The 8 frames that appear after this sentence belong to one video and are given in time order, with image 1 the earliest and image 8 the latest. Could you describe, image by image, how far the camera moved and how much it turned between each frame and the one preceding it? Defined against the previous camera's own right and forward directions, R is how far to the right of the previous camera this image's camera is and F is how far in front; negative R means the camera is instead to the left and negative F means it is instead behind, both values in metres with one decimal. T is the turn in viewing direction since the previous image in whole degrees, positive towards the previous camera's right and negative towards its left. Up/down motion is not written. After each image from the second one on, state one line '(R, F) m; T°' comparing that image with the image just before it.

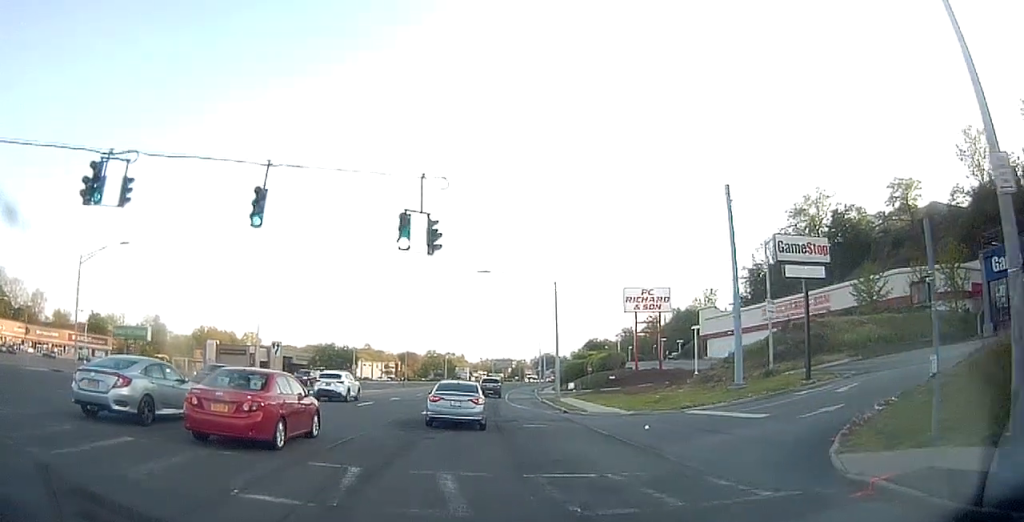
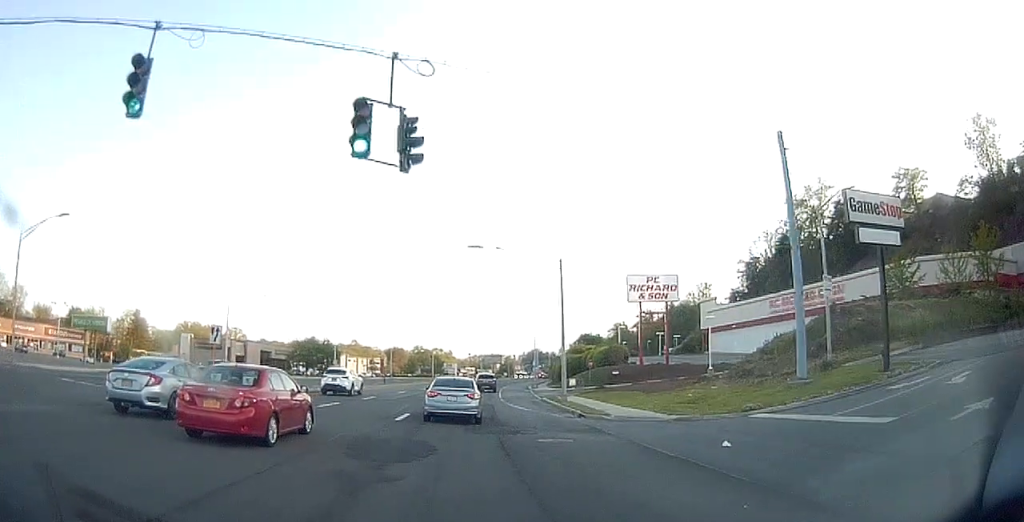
(-0.2, +7.3) m; 0°
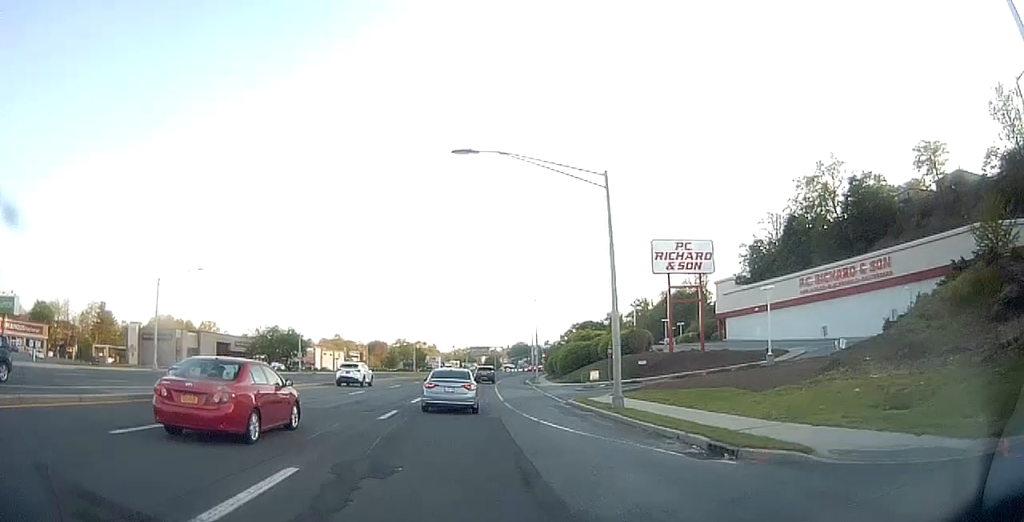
(+0.7, +14.6) m; +4°
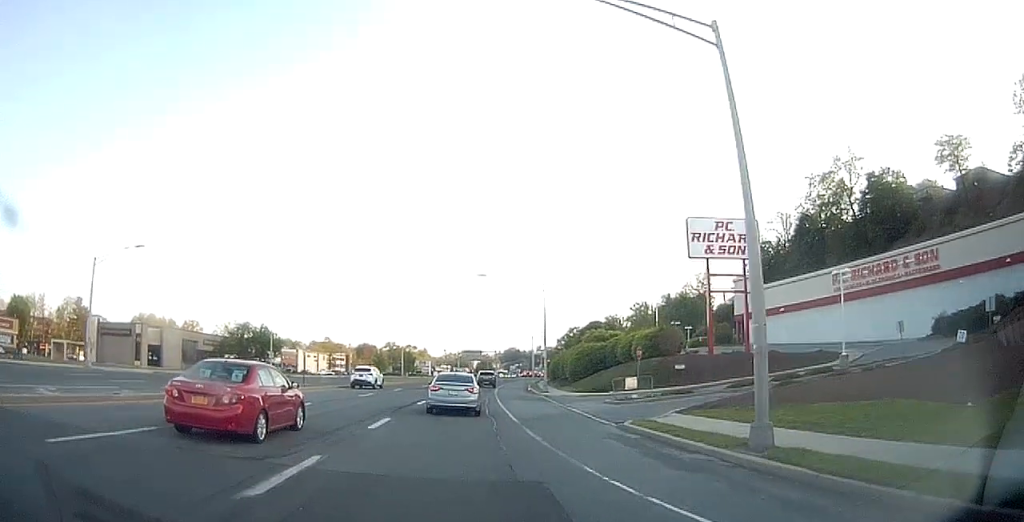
(0.0, +11.1) m; 0°
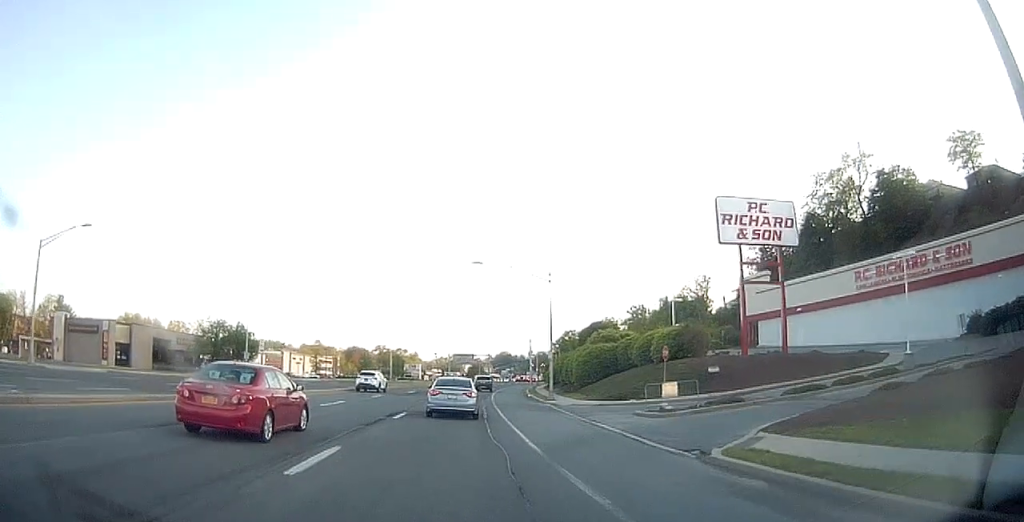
(-0.1, +7.2) m; +1°
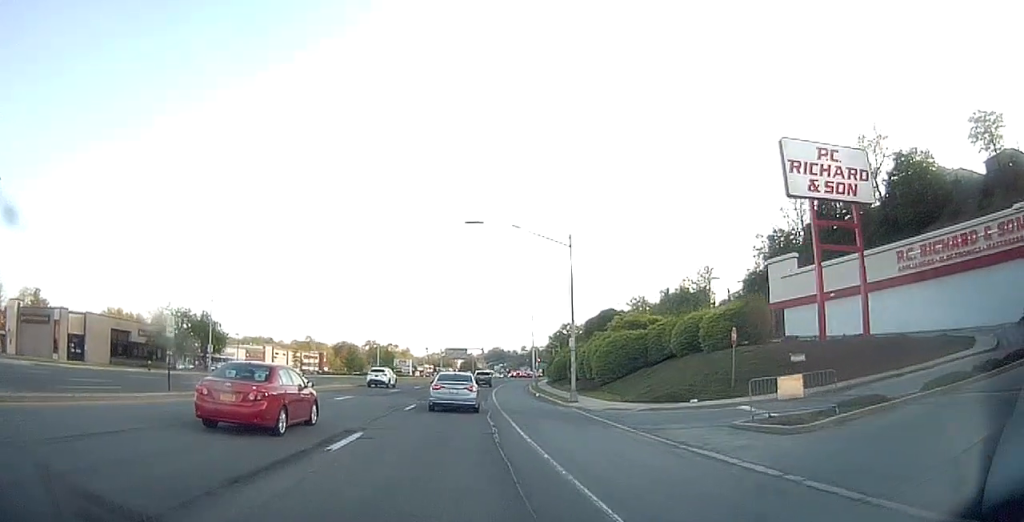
(+0.2, +9.9) m; +1°
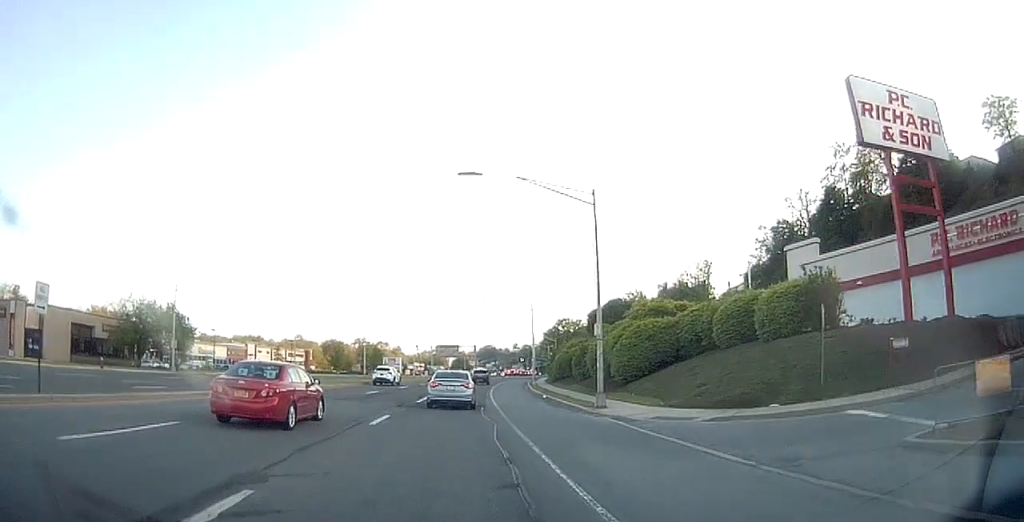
(+0.1, +7.6) m; 0°
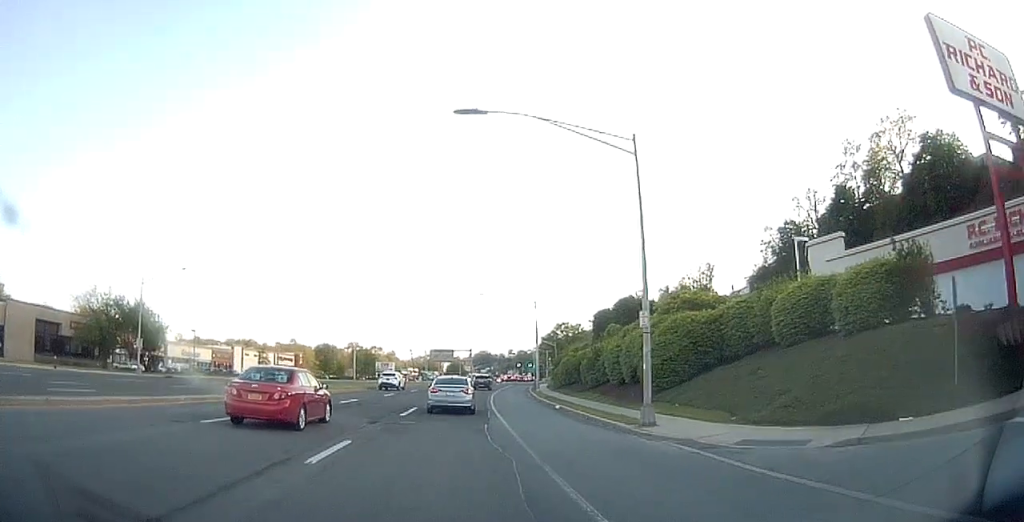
(0.0, +6.5) m; 0°
